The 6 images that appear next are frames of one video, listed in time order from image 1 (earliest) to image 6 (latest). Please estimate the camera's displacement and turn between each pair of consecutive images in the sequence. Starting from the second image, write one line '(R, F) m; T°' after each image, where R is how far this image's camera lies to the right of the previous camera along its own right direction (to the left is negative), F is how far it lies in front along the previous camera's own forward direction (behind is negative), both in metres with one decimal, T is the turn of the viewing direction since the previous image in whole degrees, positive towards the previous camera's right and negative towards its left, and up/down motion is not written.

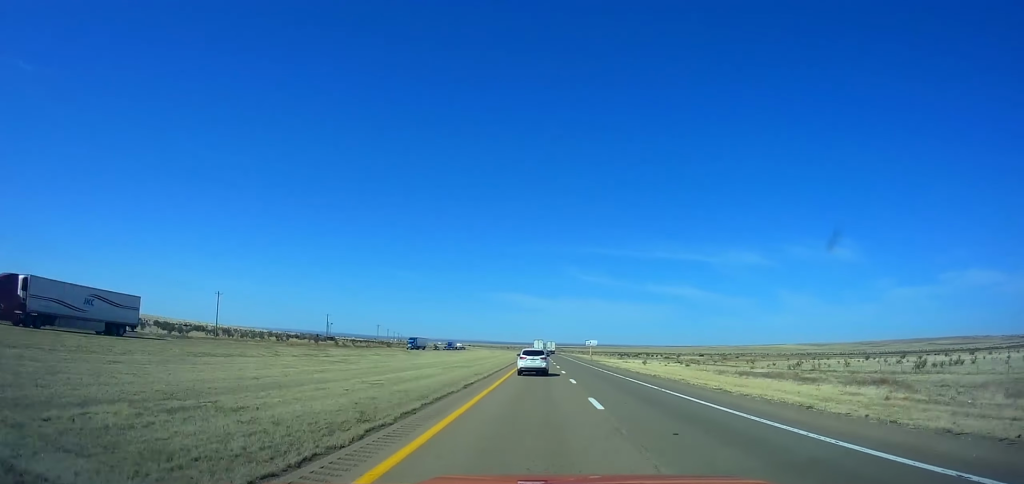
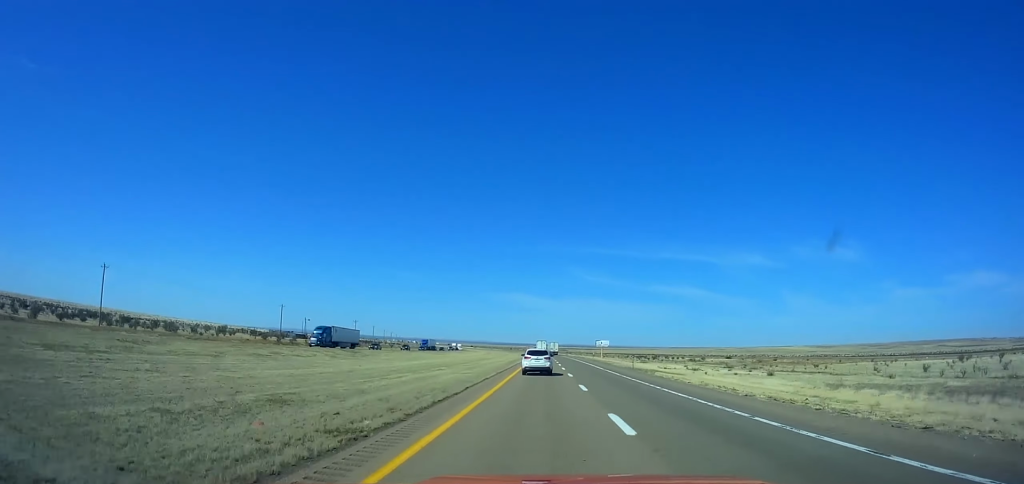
(0.0, +41.3) m; 0°
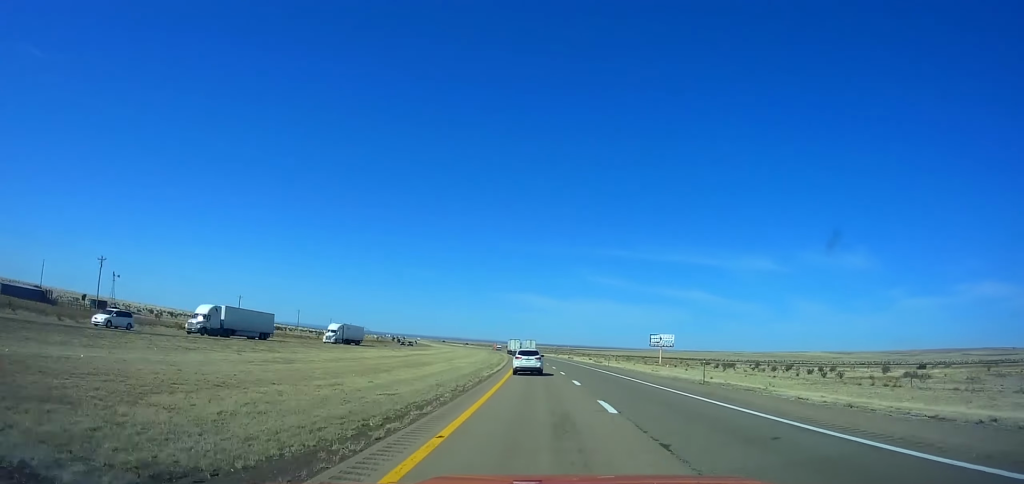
(-0.2, +152.4) m; -2°
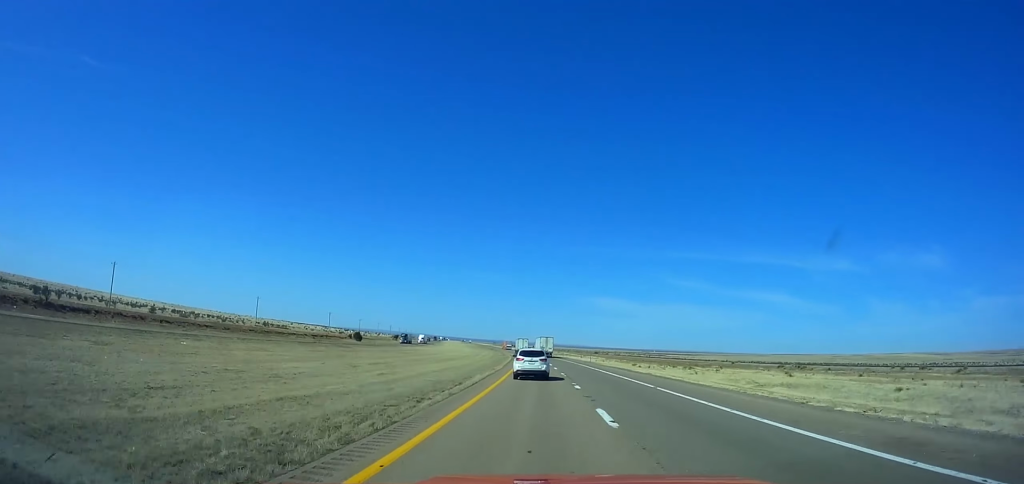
(-14.3, +233.0) m; -7°
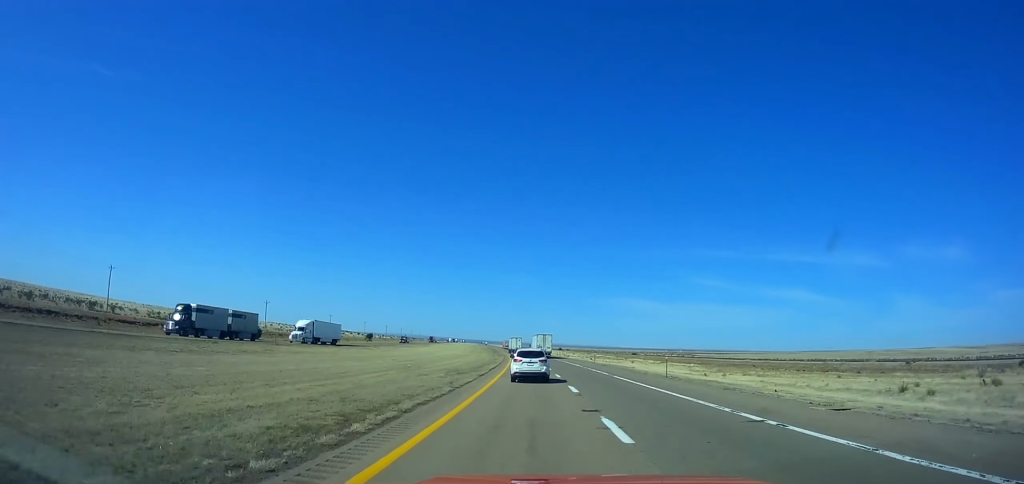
(-1.7, +86.9) m; -3°
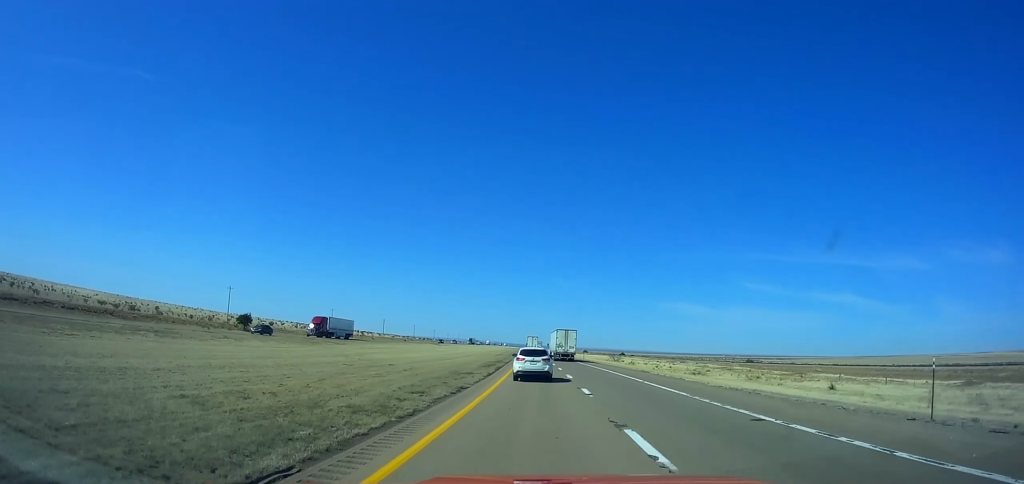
(-6.2, +134.6) m; -4°
